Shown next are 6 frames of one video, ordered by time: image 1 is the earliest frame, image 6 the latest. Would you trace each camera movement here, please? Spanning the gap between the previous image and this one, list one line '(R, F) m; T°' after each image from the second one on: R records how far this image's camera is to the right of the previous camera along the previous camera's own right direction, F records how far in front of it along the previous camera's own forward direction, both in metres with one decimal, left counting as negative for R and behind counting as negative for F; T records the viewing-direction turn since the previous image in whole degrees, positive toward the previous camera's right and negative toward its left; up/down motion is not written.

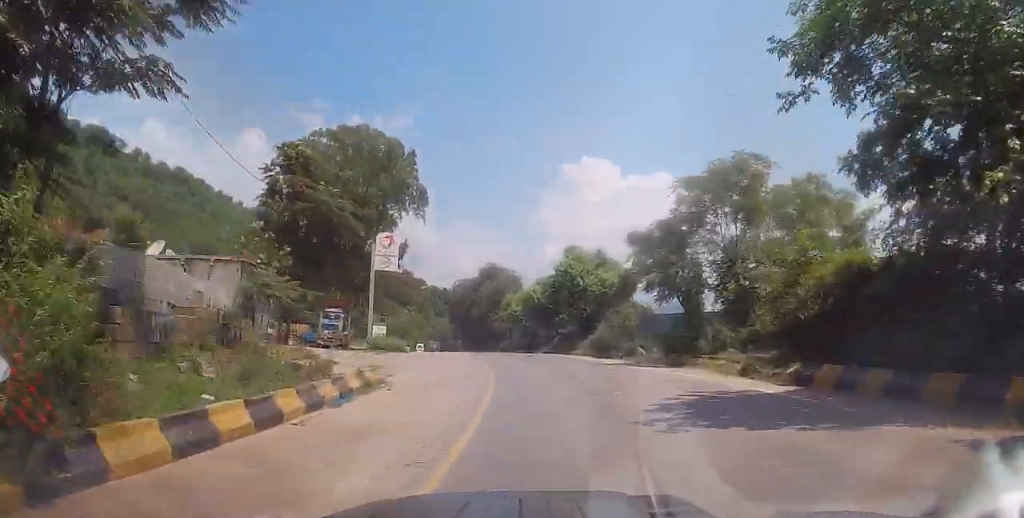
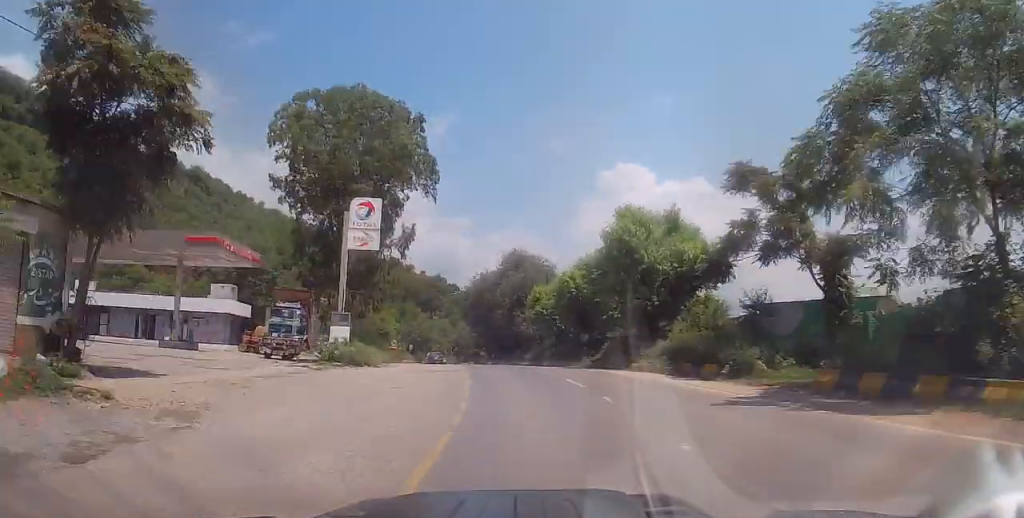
(-0.4, +15.1) m; -4°
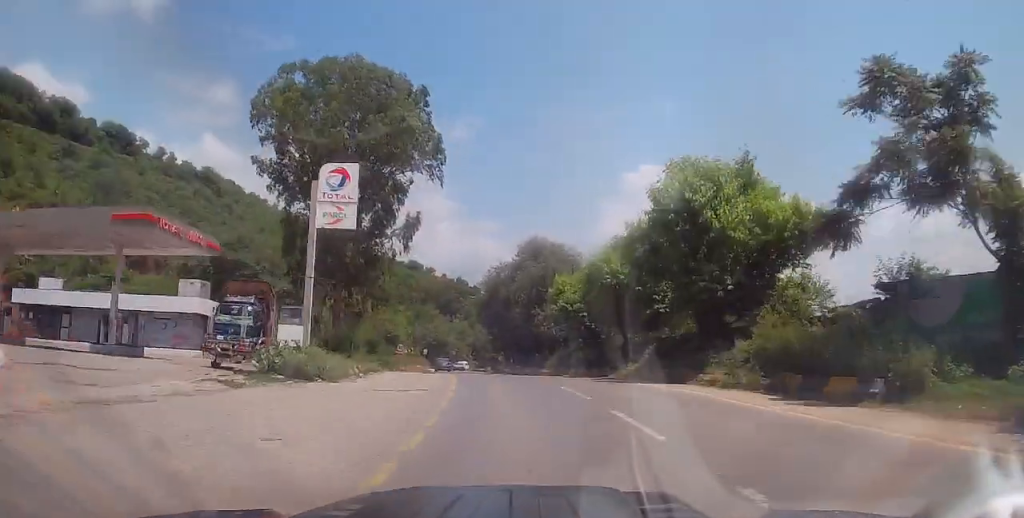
(+0.1, +8.4) m; -3°
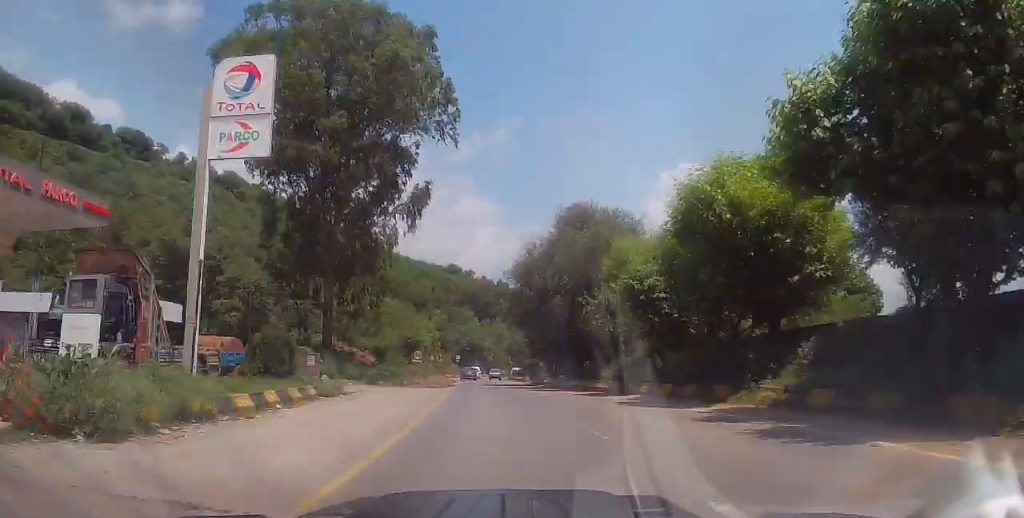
(-0.9, +12.5) m; -5°
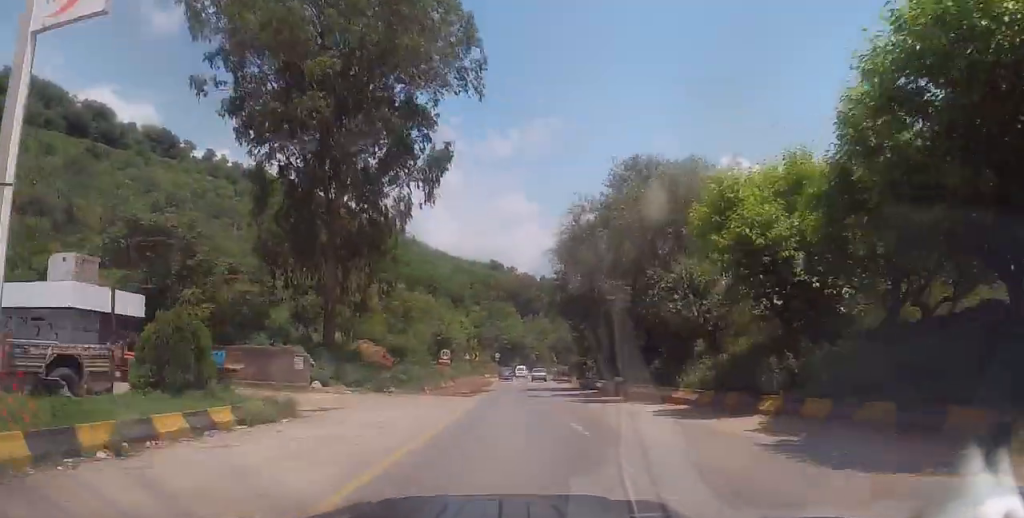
(-0.3, +8.4) m; -2°
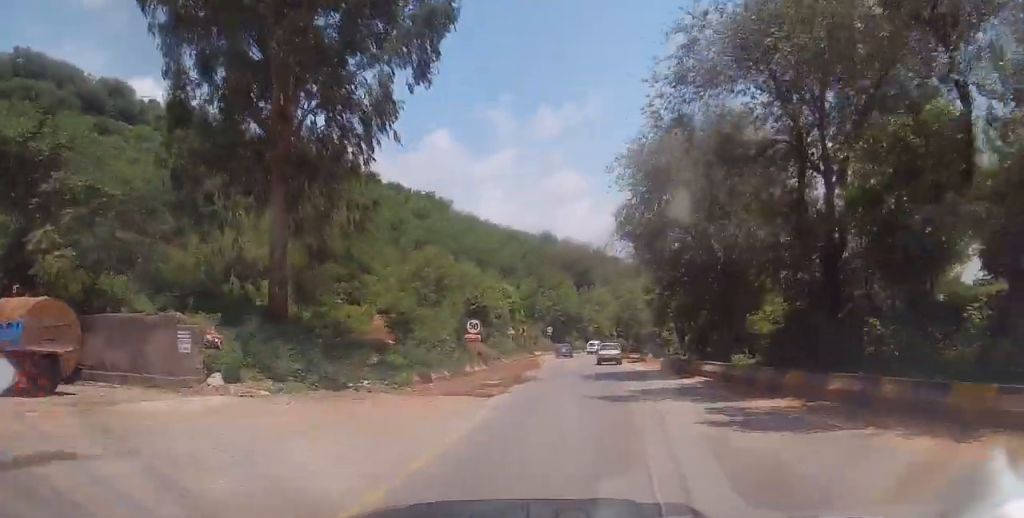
(-0.4, +13.8) m; -2°
